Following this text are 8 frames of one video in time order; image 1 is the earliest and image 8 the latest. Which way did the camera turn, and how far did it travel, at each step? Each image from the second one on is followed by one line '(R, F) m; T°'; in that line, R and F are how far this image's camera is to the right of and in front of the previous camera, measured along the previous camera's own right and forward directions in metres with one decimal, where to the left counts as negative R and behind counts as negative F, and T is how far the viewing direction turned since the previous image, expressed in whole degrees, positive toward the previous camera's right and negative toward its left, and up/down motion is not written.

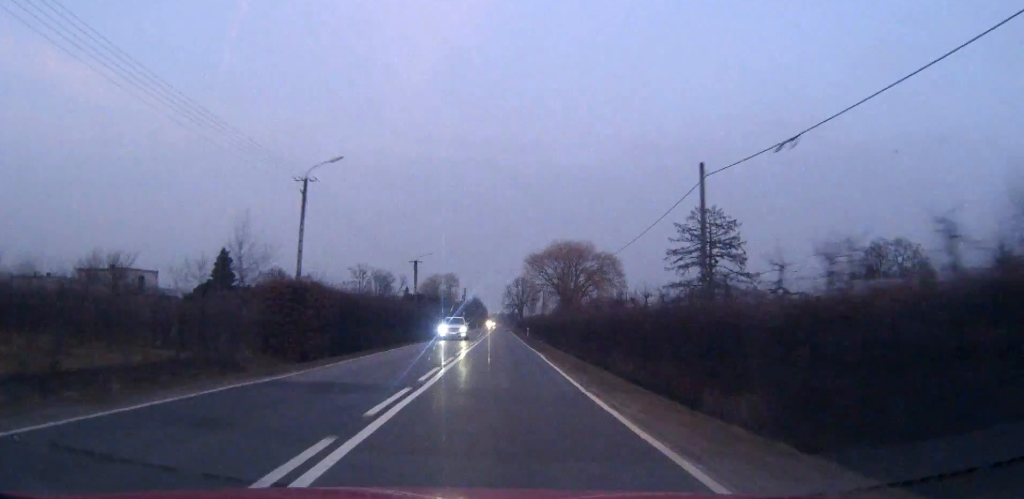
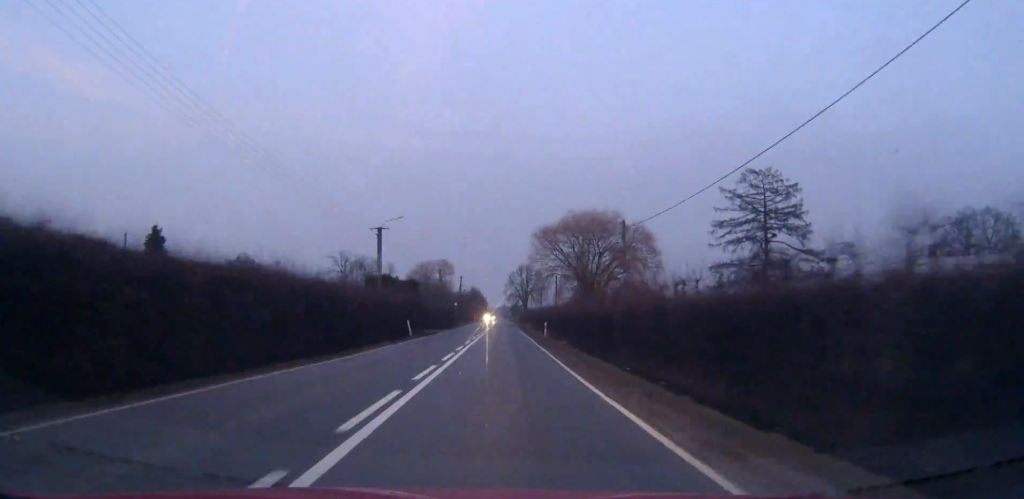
(0.0, +26.2) m; 0°
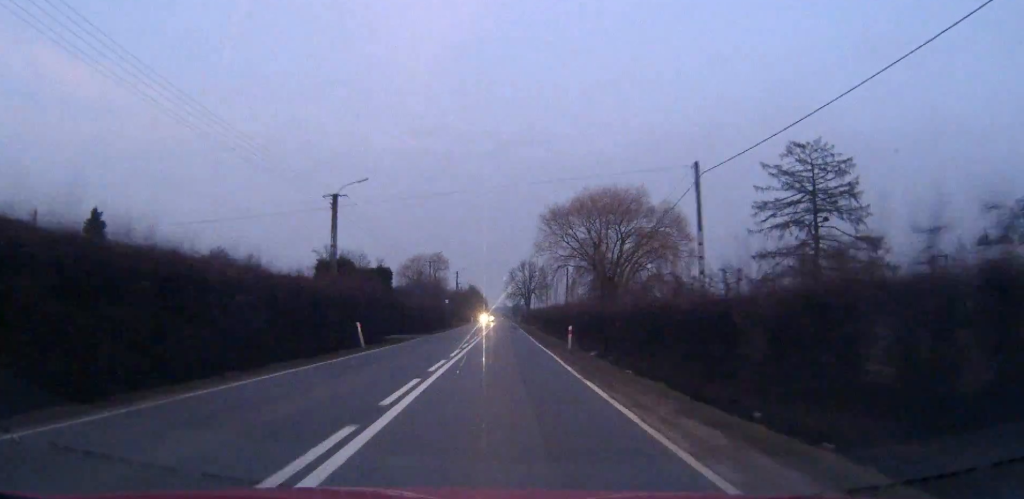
(0.0, +16.3) m; 0°
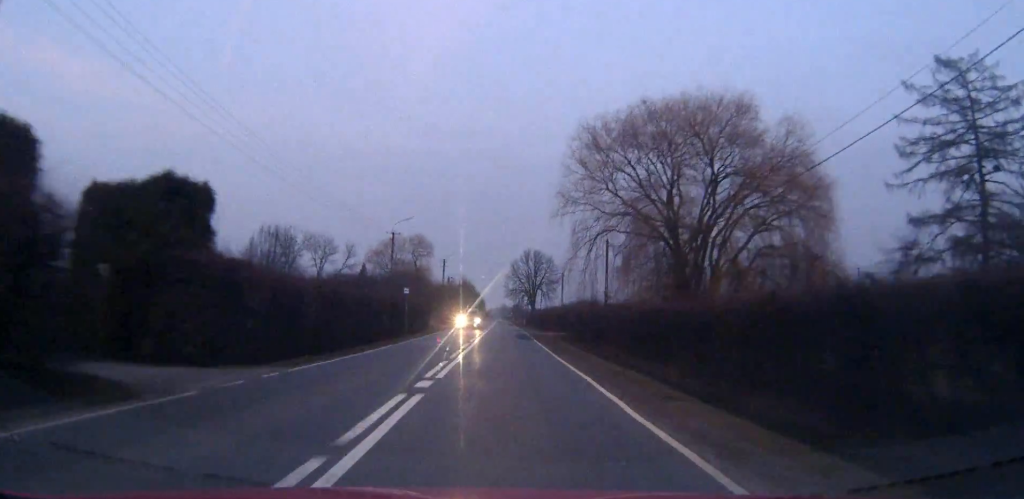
(0.0, +32.7) m; 0°
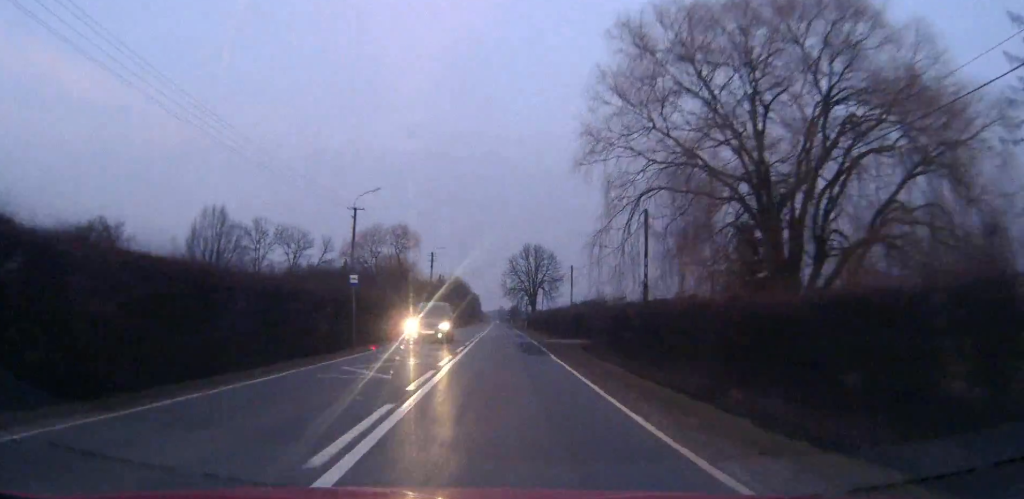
(0.0, +15.5) m; 0°
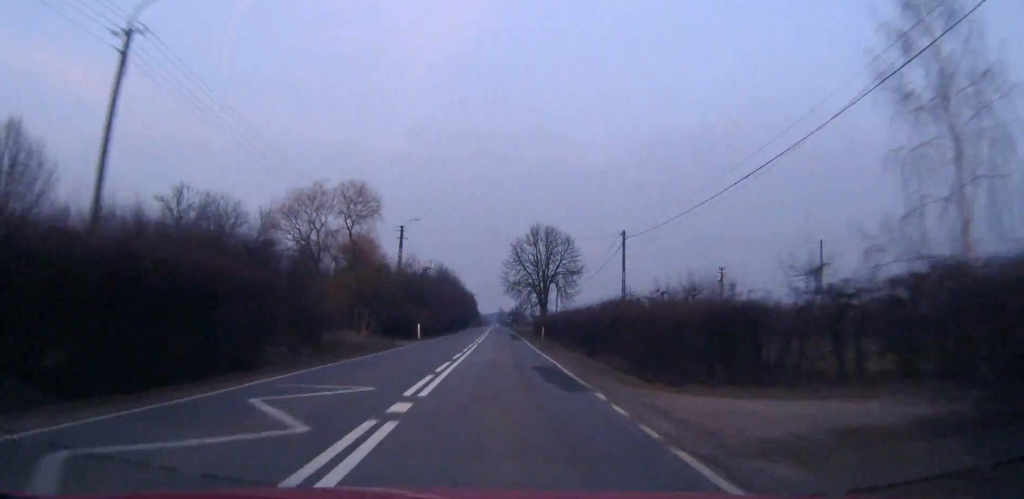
(0.0, +31.8) m; 0°
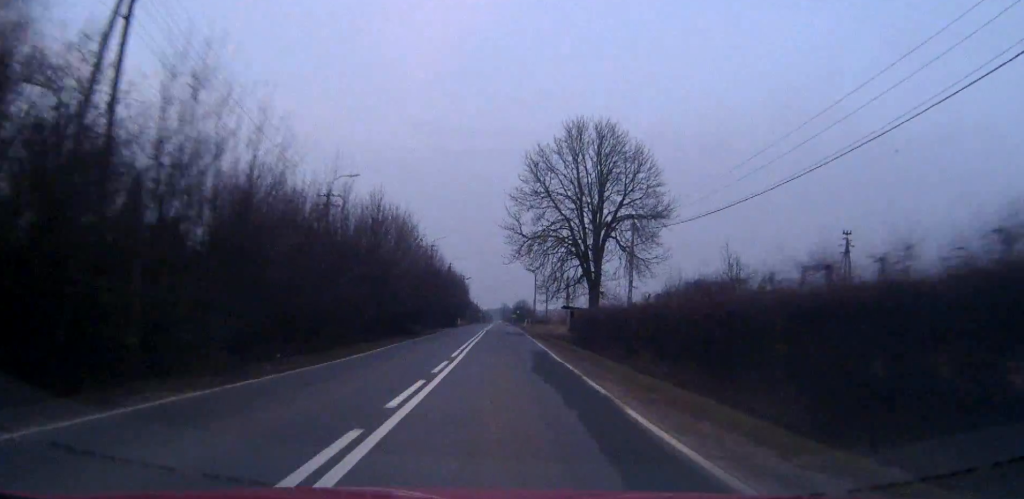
(+0.1, +54.2) m; 0°
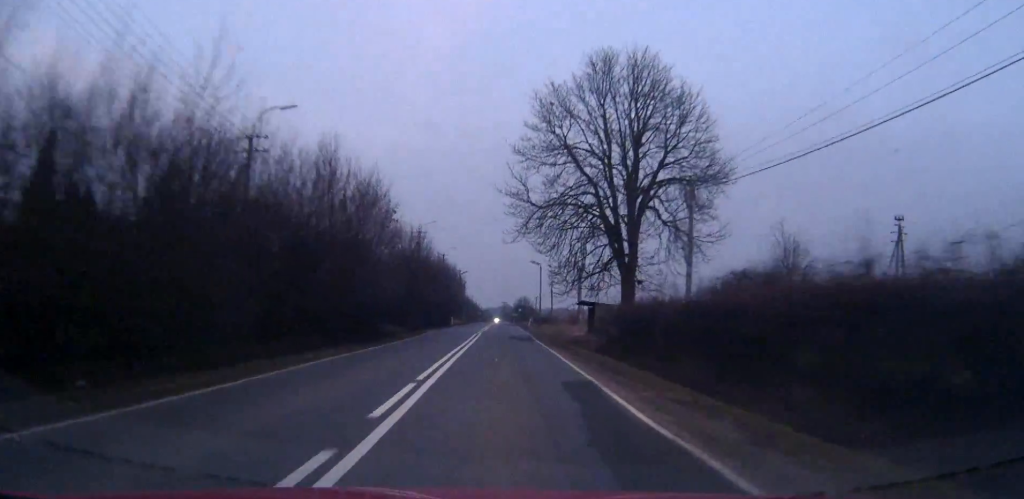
(0.0, +13.8) m; 0°
